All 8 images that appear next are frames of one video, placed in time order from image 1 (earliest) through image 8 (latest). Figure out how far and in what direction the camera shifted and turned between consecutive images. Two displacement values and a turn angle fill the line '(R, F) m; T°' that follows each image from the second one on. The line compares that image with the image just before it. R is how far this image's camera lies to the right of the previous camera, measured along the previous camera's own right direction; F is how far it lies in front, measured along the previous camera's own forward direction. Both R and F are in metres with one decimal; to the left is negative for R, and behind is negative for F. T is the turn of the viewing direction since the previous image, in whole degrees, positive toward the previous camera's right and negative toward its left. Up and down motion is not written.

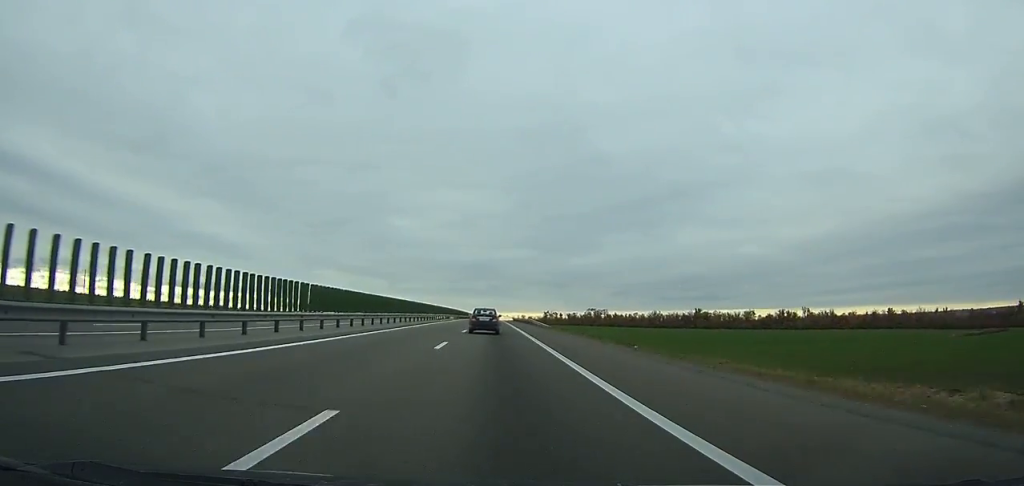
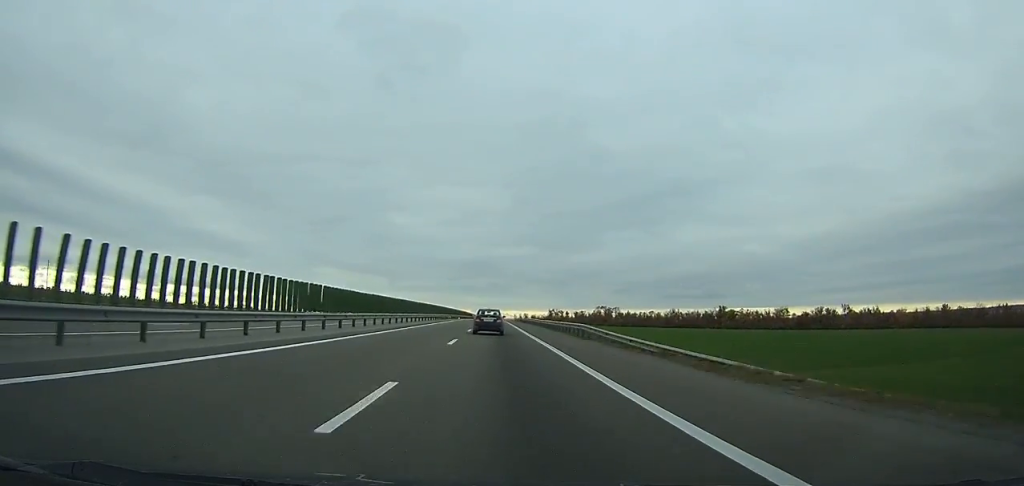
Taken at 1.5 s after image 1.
(+0.1, +44.0) m; 0°
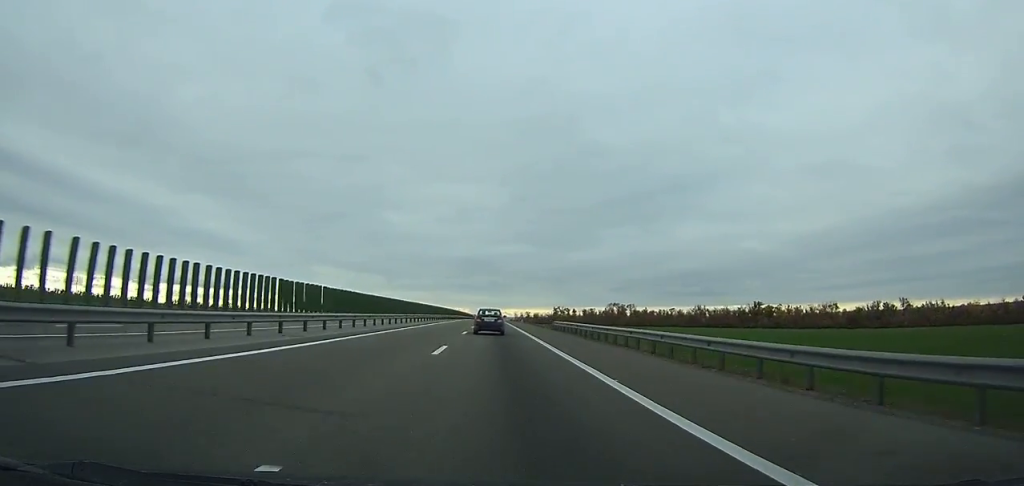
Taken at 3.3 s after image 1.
(0.0, +53.6) m; 0°
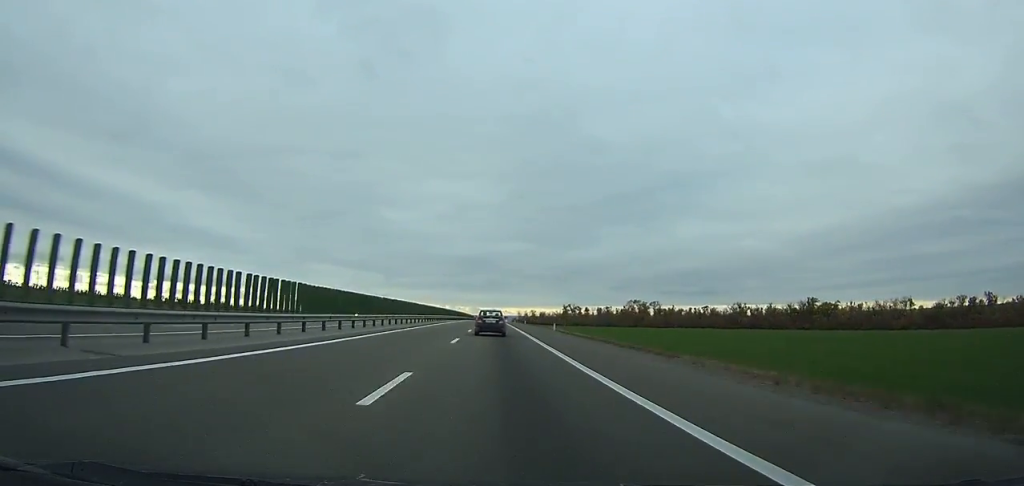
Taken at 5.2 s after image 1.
(0.0, +59.5) m; 0°
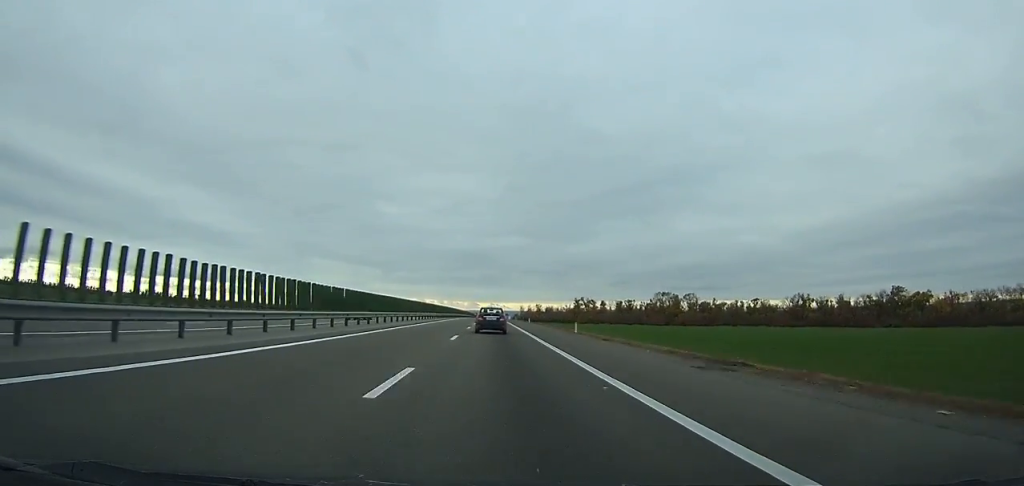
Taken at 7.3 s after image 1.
(0.0, +65.4) m; 0°
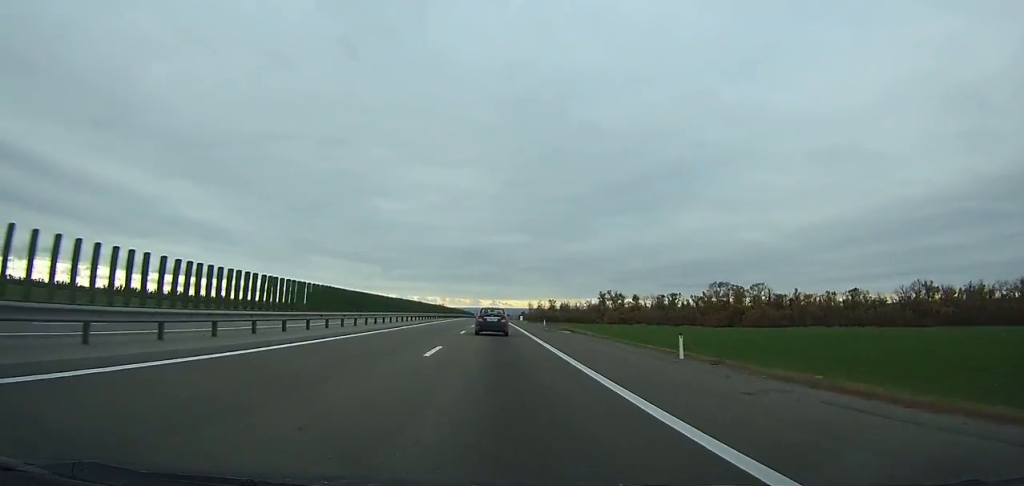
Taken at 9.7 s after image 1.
(-0.2, +73.7) m; 0°
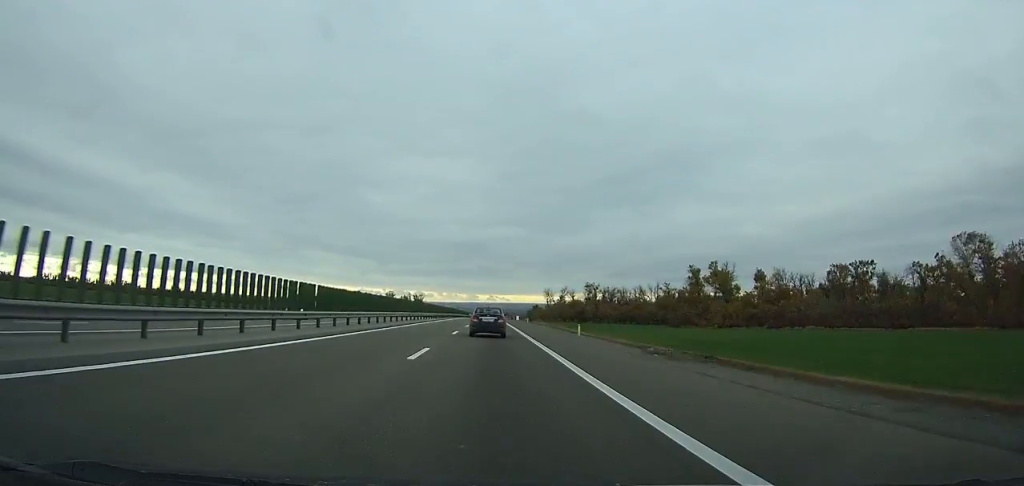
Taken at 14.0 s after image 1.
(+0.2, +128.7) m; 0°
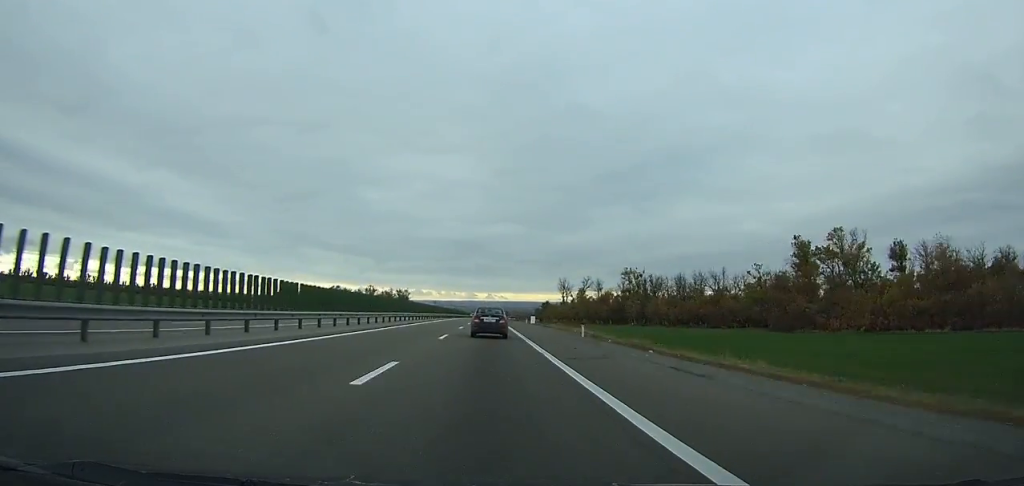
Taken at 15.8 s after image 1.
(+0.1, +53.8) m; 0°
